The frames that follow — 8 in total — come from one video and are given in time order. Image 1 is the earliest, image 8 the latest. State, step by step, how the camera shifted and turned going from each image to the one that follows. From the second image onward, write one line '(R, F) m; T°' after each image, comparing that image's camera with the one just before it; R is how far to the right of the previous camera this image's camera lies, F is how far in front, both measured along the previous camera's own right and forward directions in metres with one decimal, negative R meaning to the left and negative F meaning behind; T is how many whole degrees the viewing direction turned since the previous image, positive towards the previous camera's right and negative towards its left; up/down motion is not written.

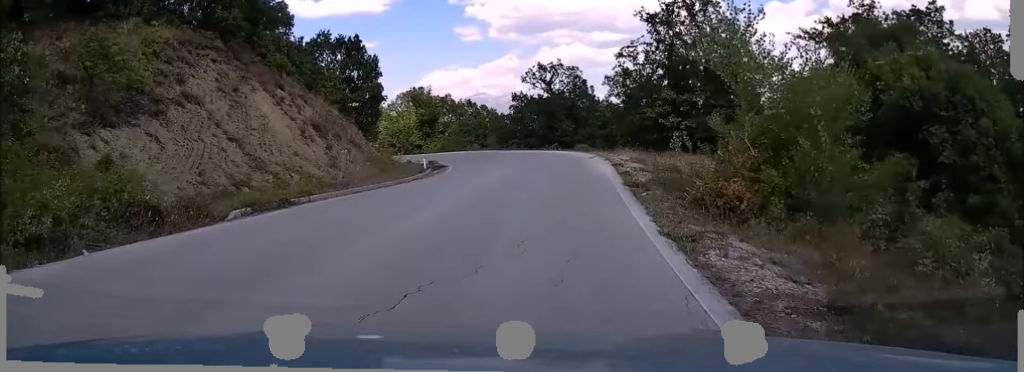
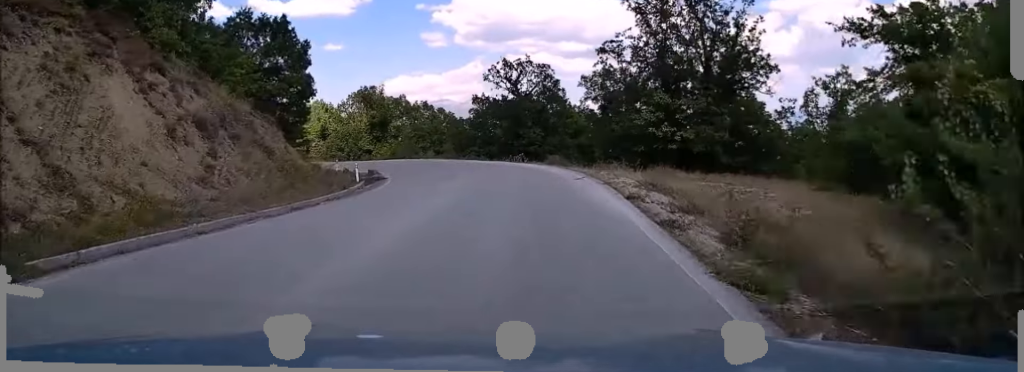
(+0.5, +9.4) m; +2°
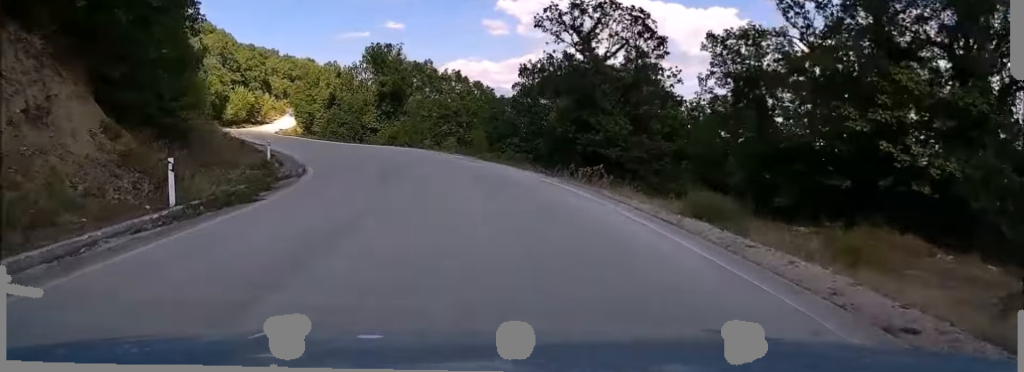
(+0.2, +23.8) m; -4°
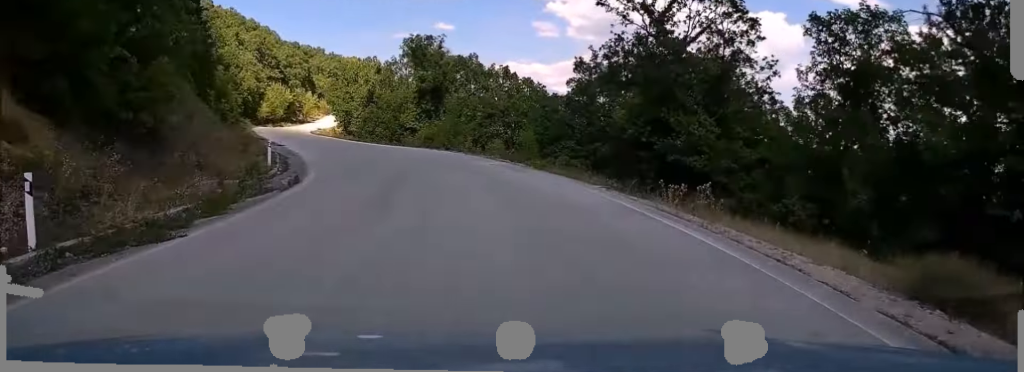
(-0.4, +6.3) m; -4°
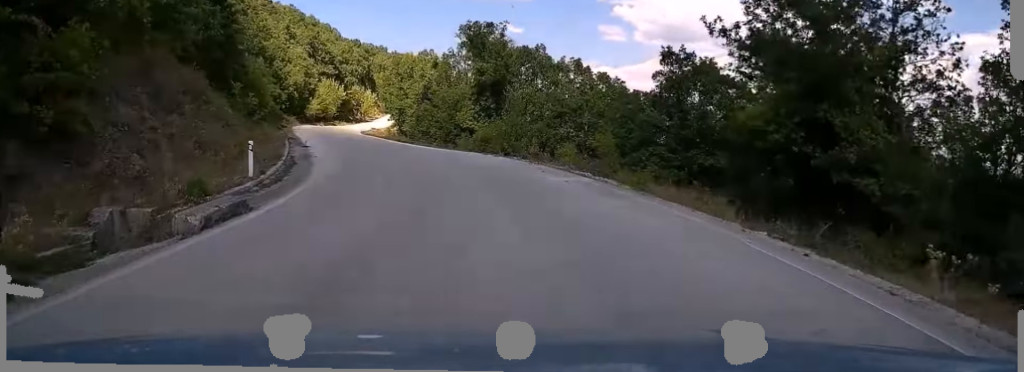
(+0.1, +7.9) m; -5°
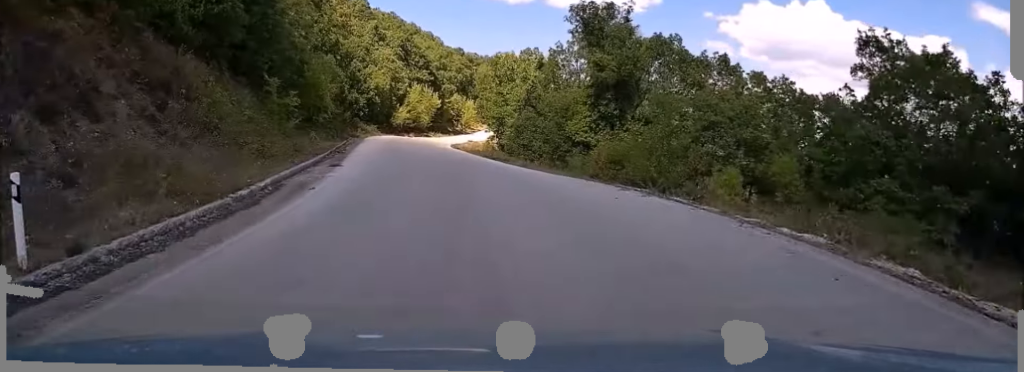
(-1.3, +12.8) m; -8°
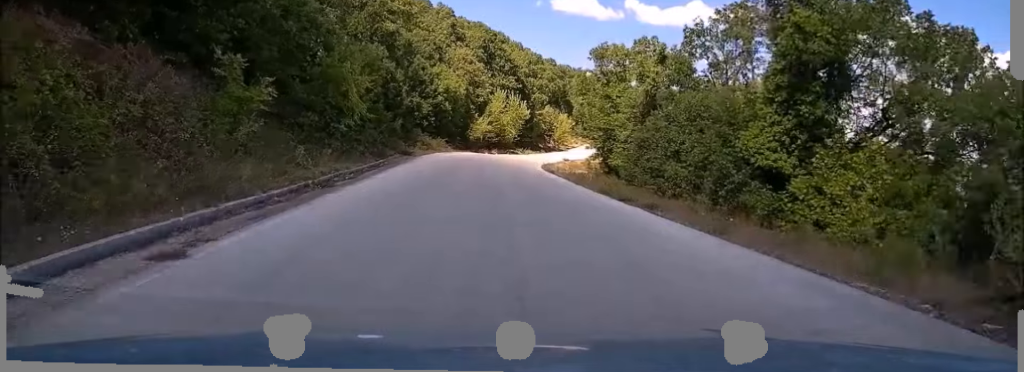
(-1.2, +16.3) m; -6°
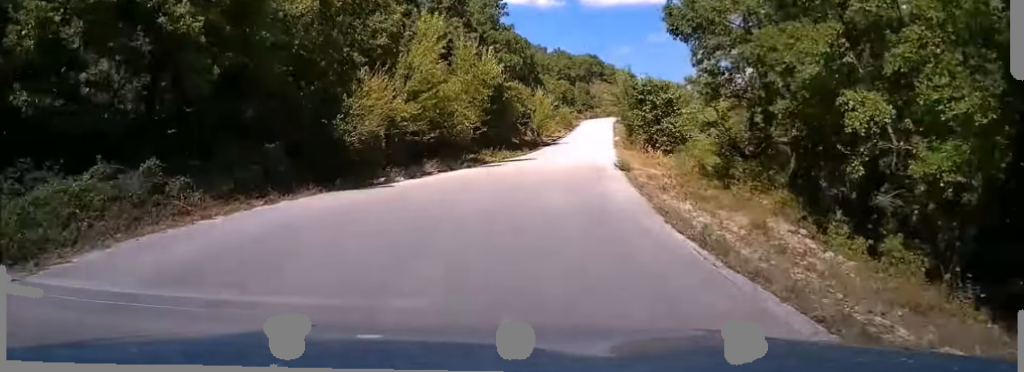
(-1.2, +47.0) m; +1°
